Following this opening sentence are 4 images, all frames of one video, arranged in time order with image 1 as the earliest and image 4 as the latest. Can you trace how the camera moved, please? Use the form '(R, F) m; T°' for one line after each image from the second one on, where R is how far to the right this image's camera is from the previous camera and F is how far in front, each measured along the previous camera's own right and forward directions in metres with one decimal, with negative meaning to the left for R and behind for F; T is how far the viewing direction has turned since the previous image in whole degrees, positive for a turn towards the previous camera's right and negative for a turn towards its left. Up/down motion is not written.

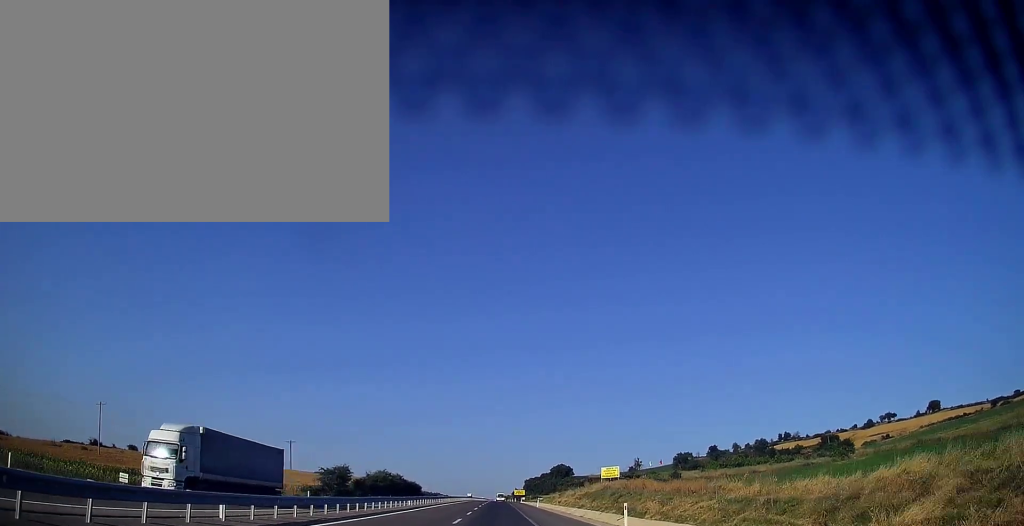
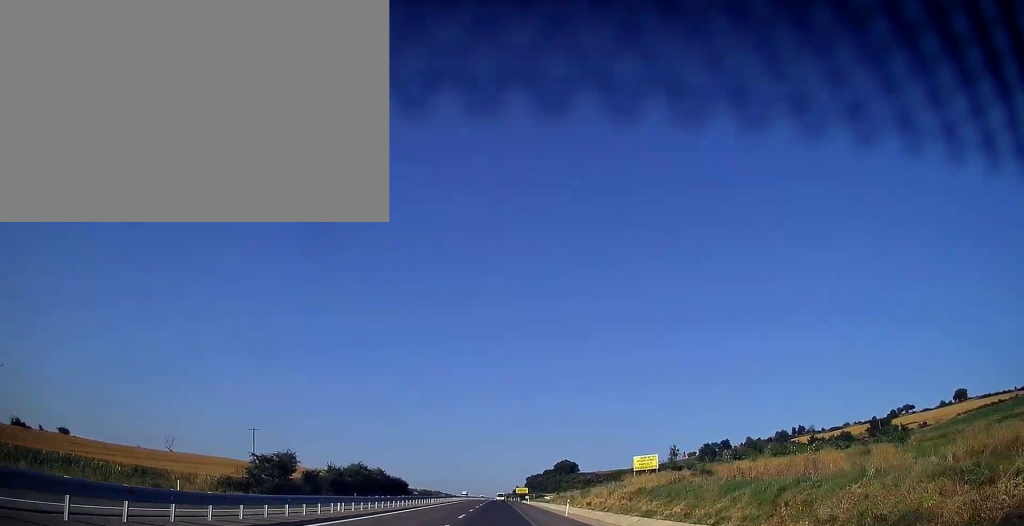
(+0.3, +29.3) m; 0°
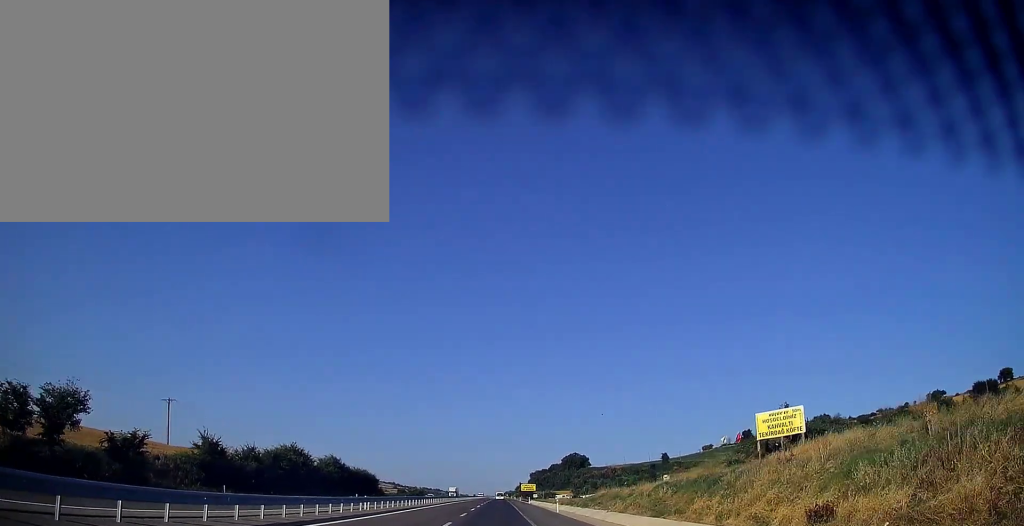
(-0.1, +46.2) m; 0°
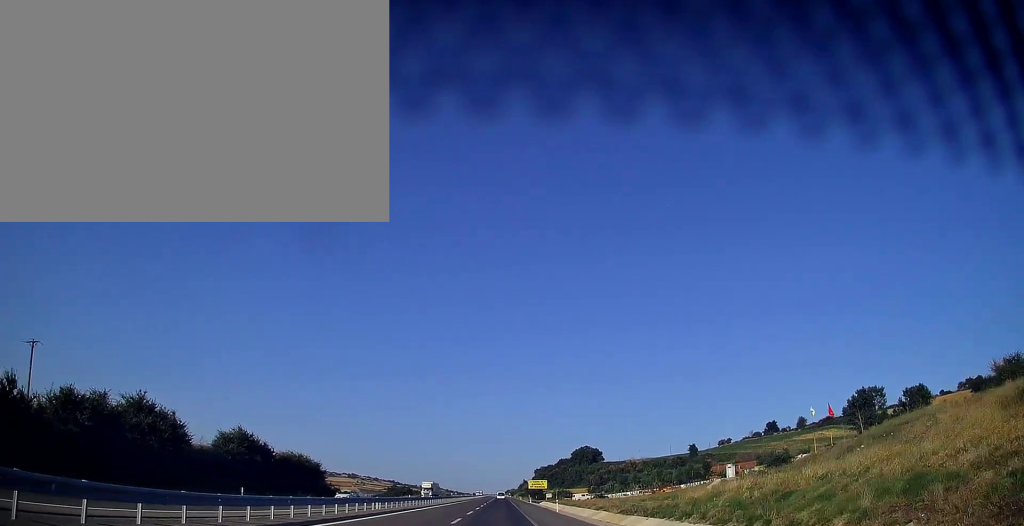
(-0.2, +44.3) m; 0°
